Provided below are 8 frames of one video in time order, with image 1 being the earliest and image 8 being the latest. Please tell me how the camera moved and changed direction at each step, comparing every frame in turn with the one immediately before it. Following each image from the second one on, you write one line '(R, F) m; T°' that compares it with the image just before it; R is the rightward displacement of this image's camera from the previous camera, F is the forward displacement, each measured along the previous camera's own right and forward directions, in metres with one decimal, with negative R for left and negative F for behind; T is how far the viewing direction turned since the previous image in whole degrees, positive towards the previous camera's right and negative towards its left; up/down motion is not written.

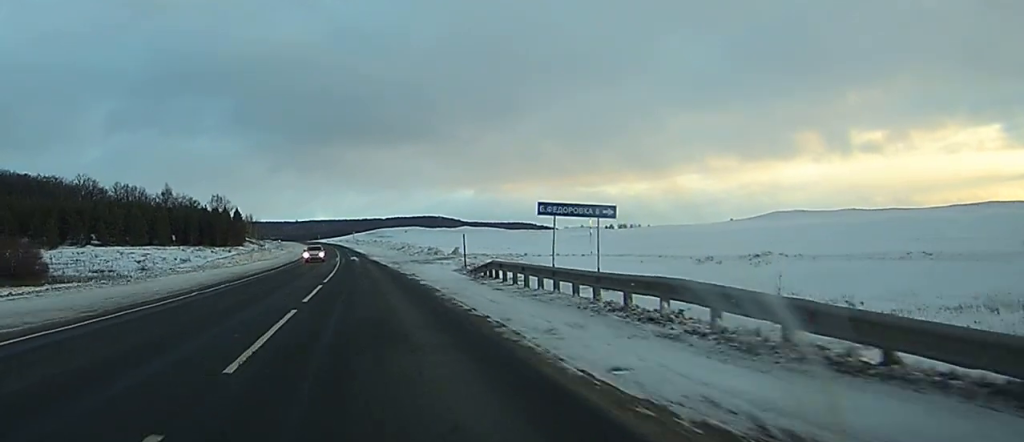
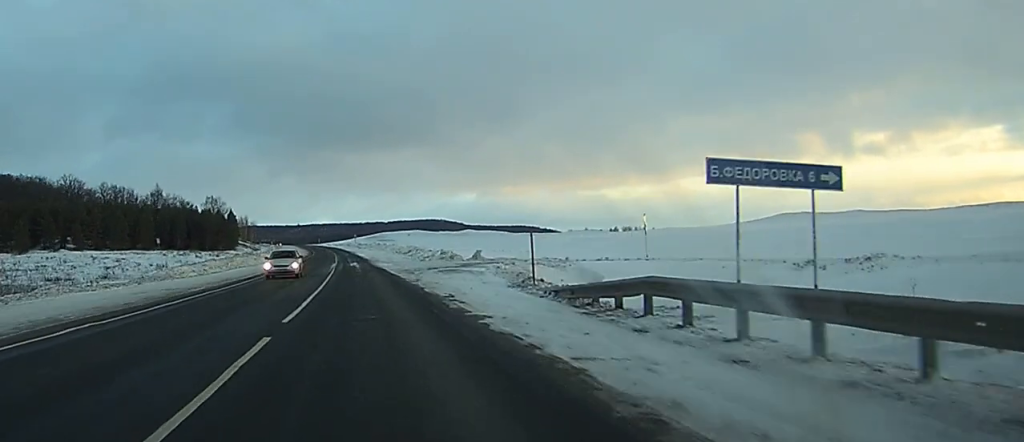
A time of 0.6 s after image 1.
(0.0, +17.0) m; 0°
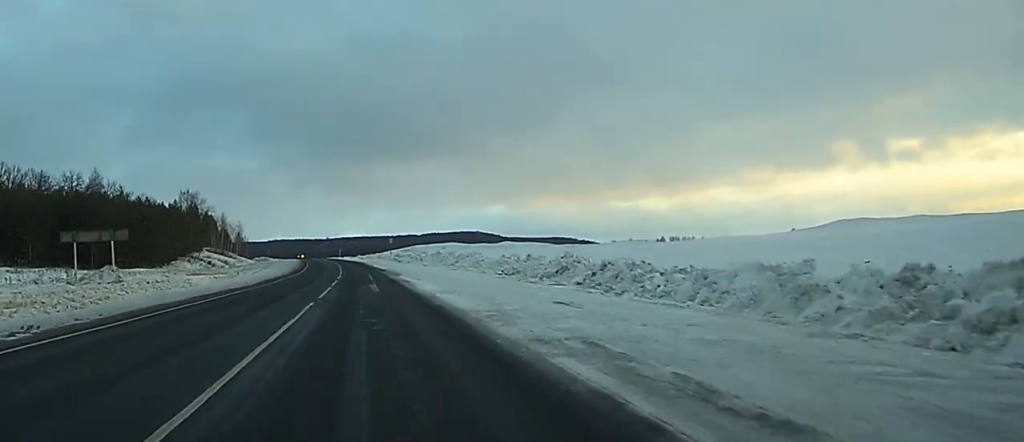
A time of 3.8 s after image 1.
(-0.4, +96.8) m; -1°
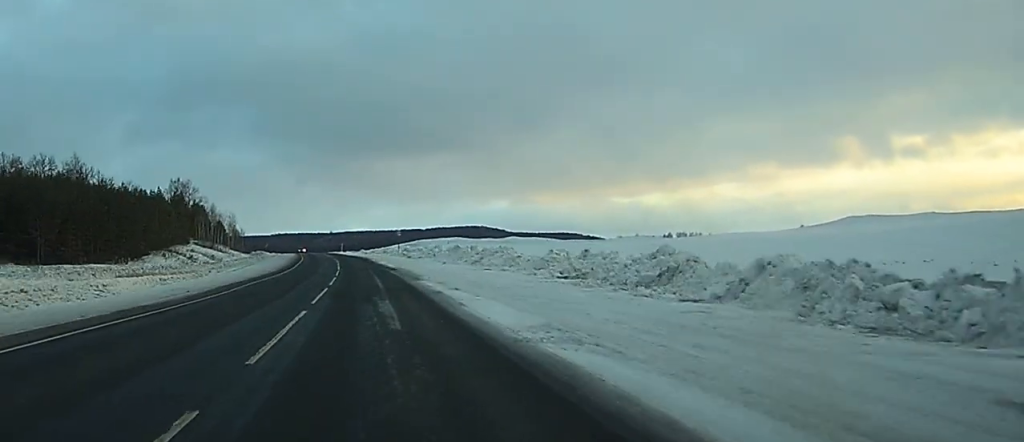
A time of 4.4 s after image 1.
(-0.1, +16.9) m; 0°
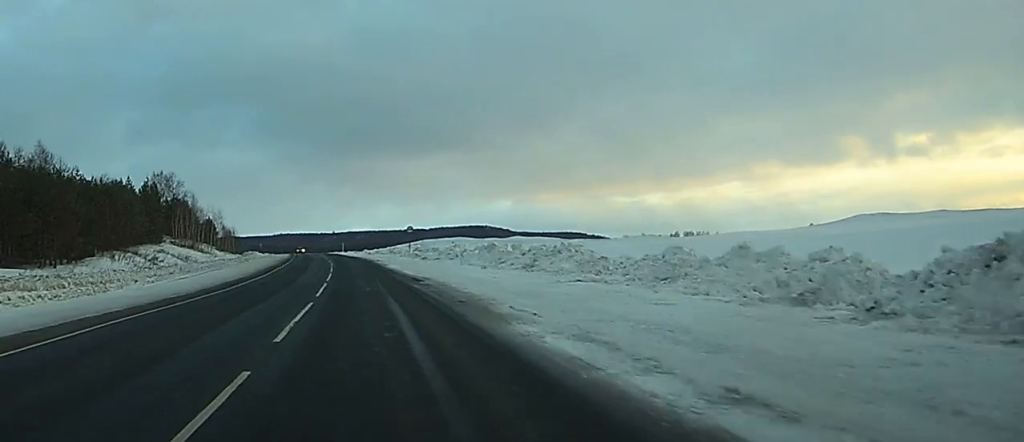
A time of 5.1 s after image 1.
(-0.1, +21.9) m; -1°
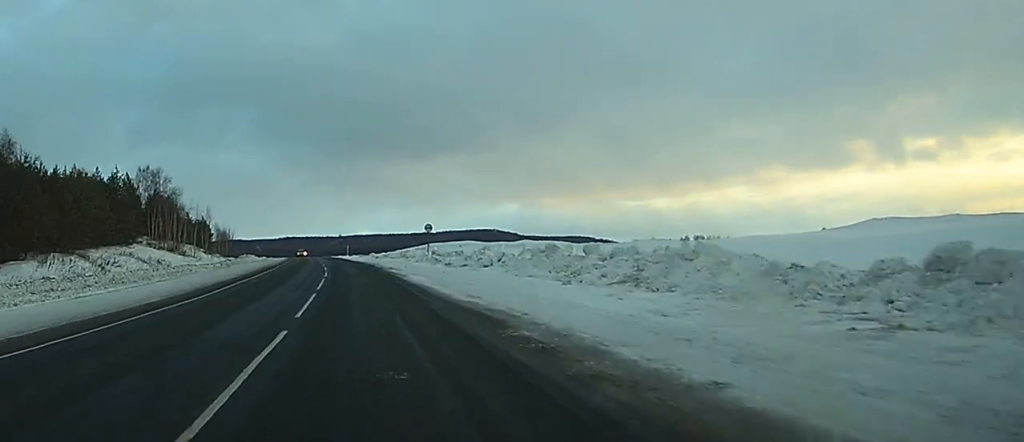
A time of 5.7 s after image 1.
(-0.1, +18.9) m; -1°
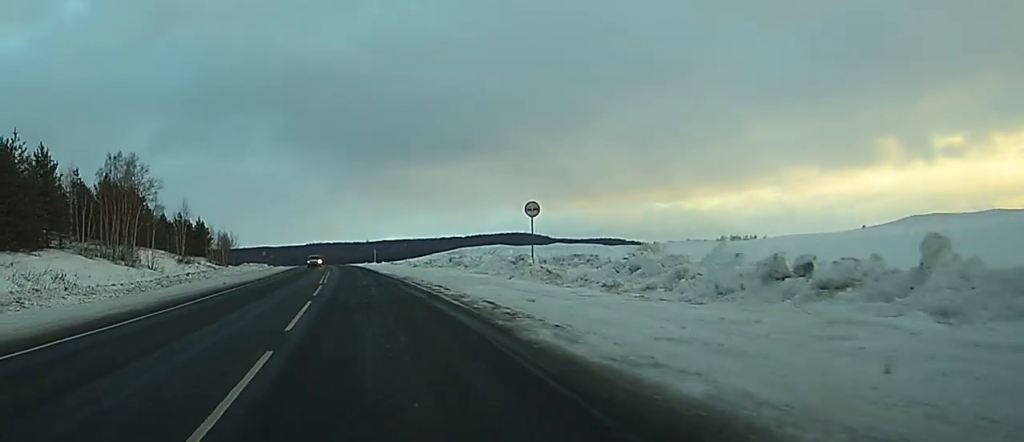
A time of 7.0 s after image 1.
(-0.3, +38.6) m; -1°
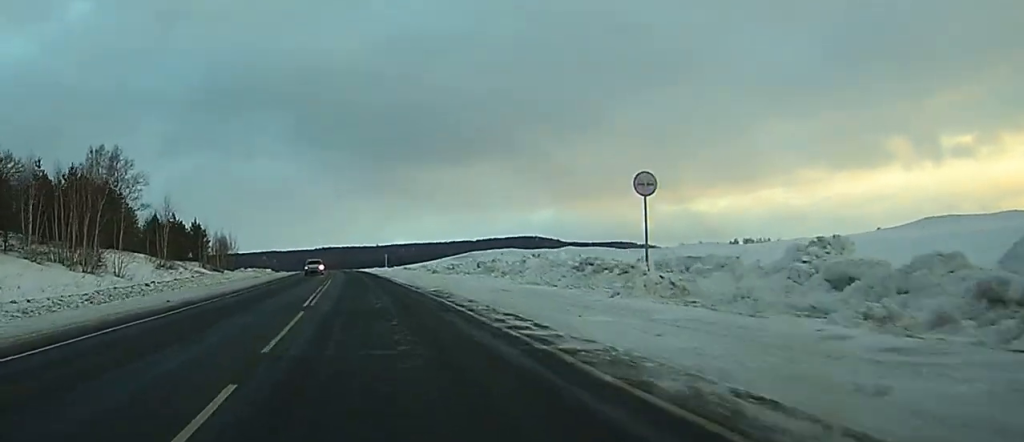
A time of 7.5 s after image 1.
(0.0, +14.8) m; -1°
